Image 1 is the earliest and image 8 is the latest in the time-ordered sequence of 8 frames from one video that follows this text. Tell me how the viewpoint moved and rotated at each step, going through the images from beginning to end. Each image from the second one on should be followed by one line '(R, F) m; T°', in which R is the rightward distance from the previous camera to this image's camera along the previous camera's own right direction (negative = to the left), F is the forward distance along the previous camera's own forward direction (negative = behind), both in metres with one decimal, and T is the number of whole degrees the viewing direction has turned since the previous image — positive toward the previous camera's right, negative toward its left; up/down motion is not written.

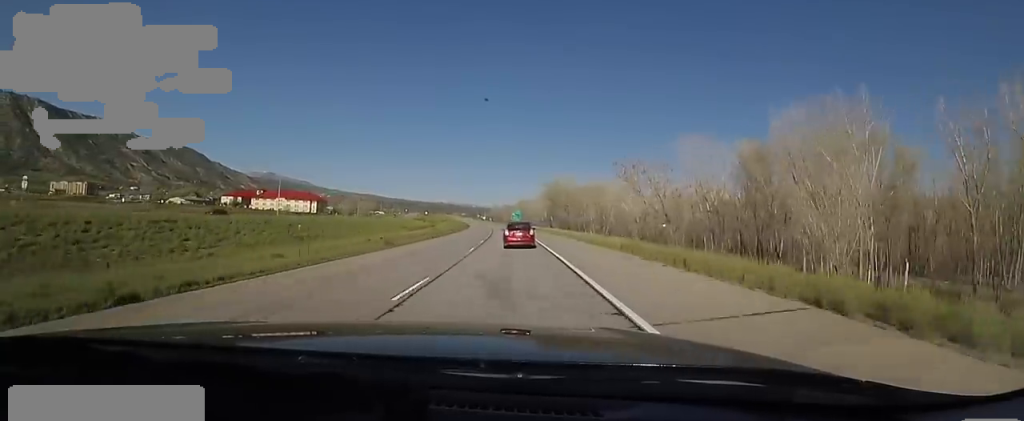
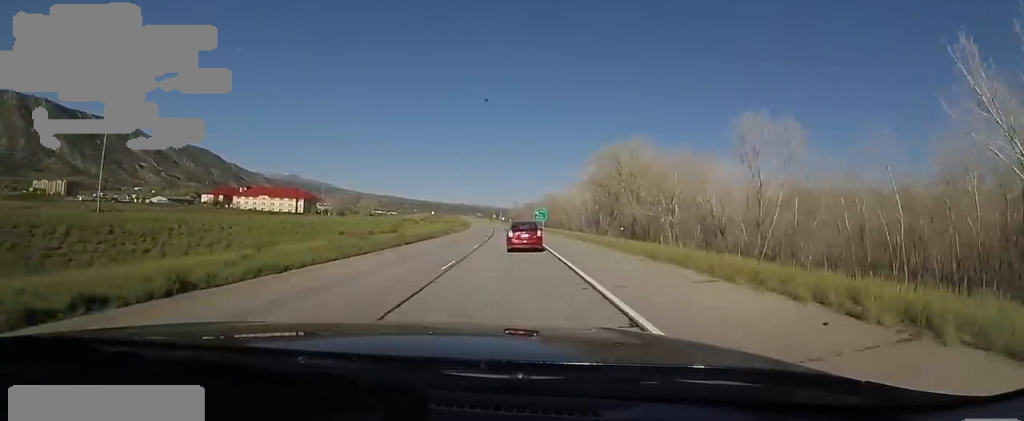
(-2.7, +54.2) m; -3°
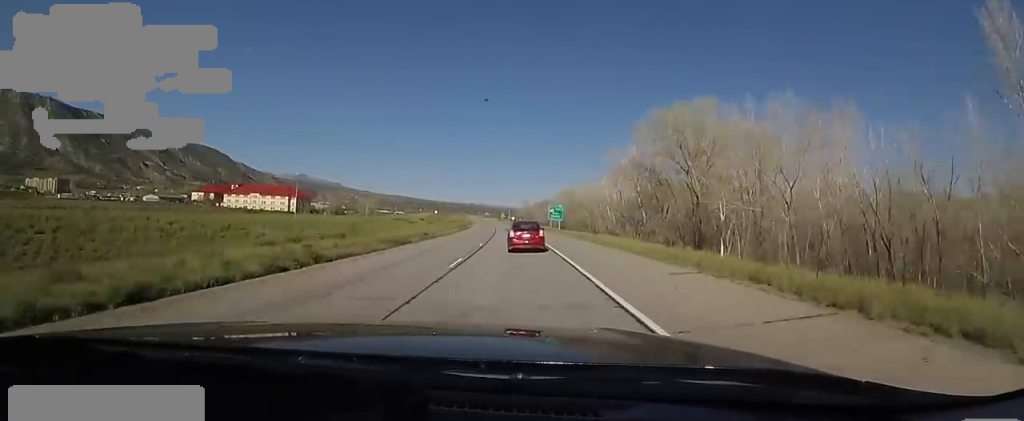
(-0.2, +23.1) m; 0°
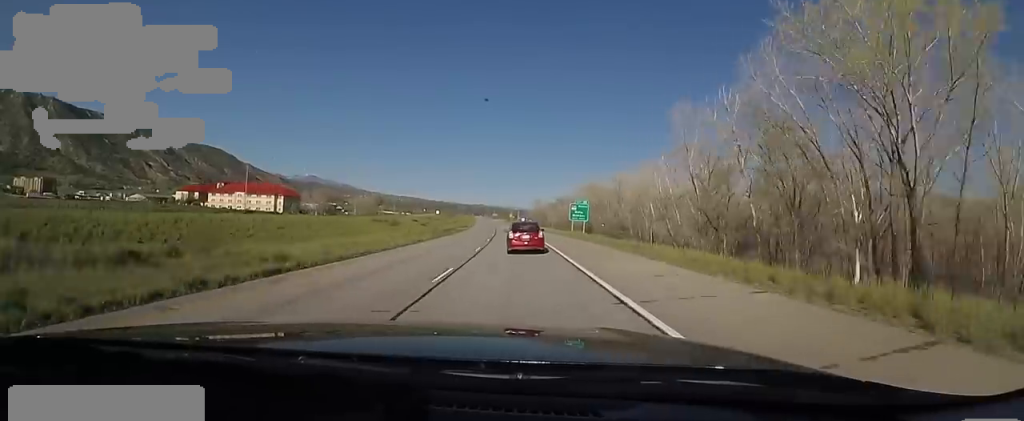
(0.0, +27.2) m; 0°
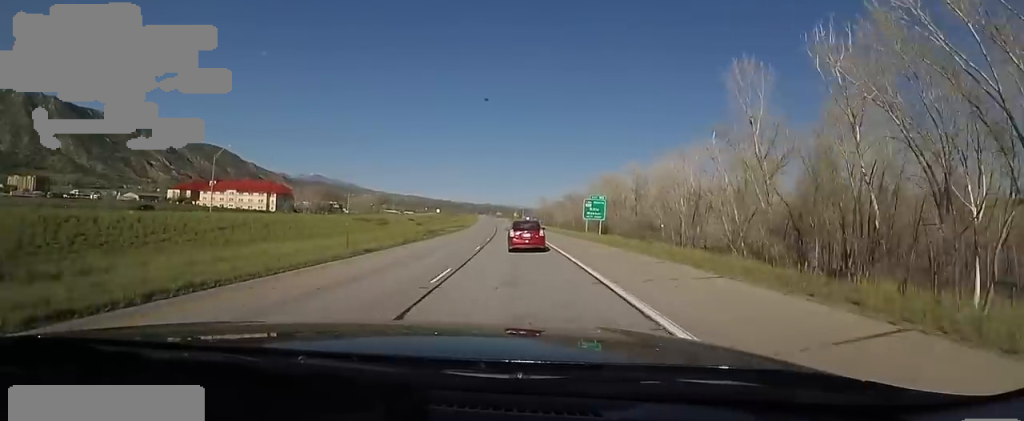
(0.0, +13.4) m; -1°
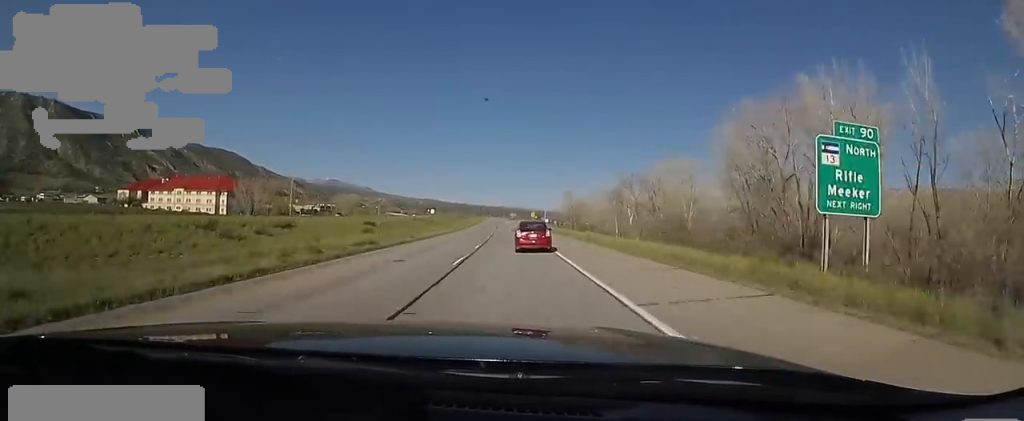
(-3.5, +54.4) m; -5°
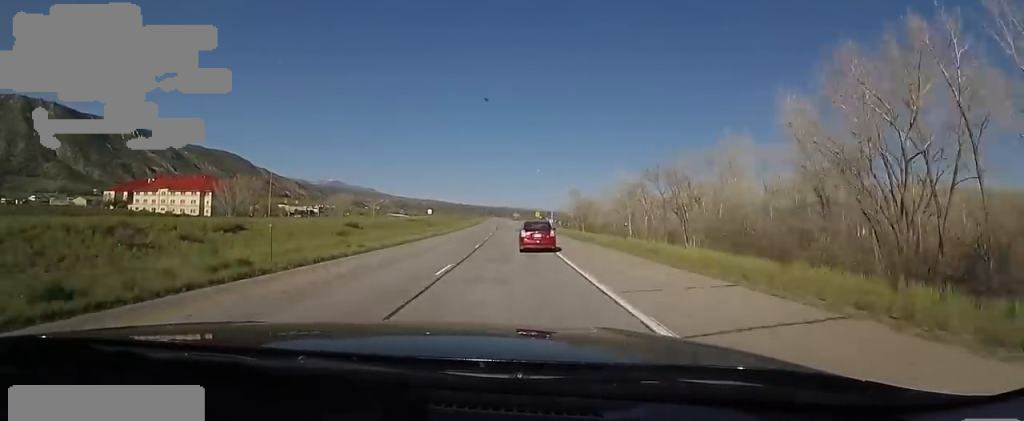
(-0.1, +12.2) m; +1°
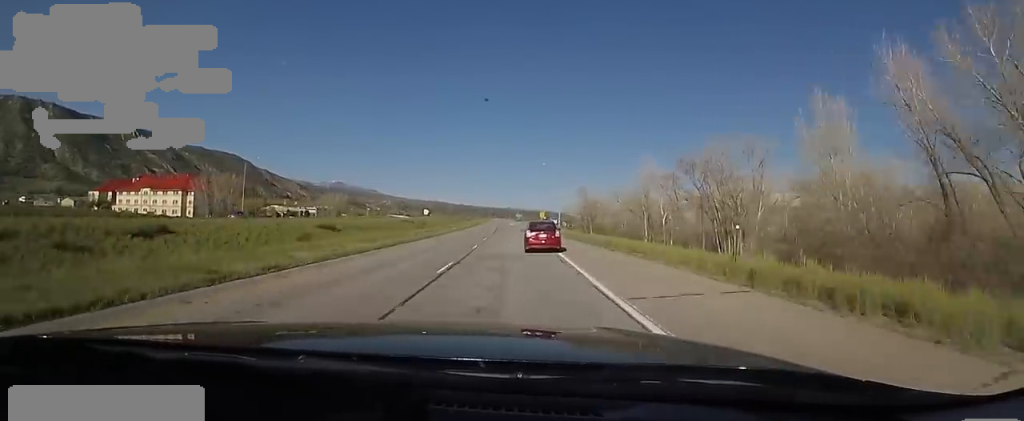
(+0.2, +12.0) m; 0°
